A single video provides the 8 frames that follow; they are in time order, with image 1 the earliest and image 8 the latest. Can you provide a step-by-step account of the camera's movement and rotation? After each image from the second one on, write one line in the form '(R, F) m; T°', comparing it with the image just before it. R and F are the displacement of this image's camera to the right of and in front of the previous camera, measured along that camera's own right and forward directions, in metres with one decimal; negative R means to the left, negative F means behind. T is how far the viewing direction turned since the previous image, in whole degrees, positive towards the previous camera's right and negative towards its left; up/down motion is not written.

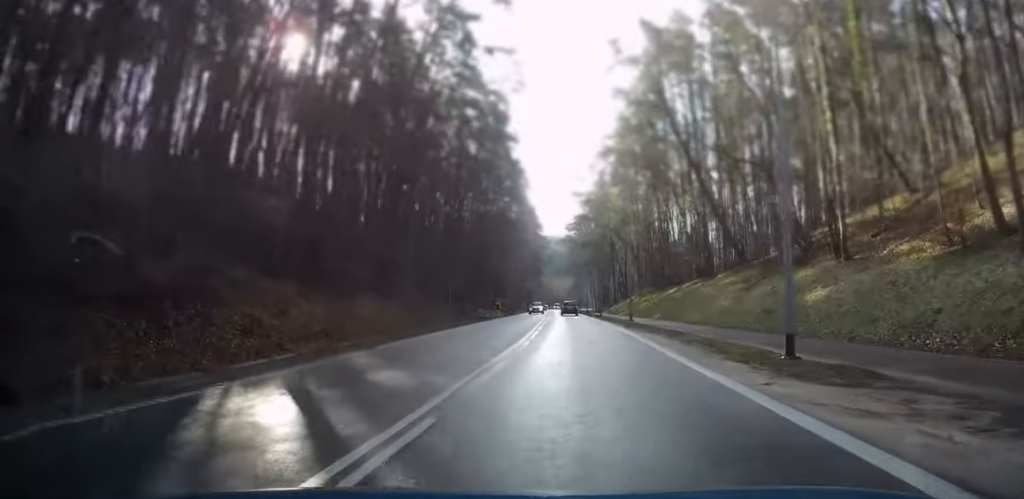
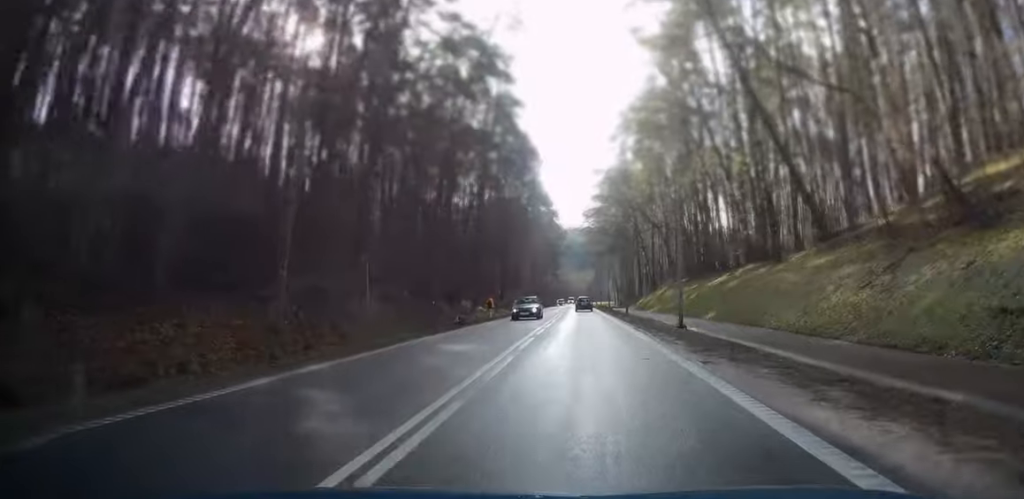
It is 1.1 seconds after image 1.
(-0.4, +16.9) m; 0°
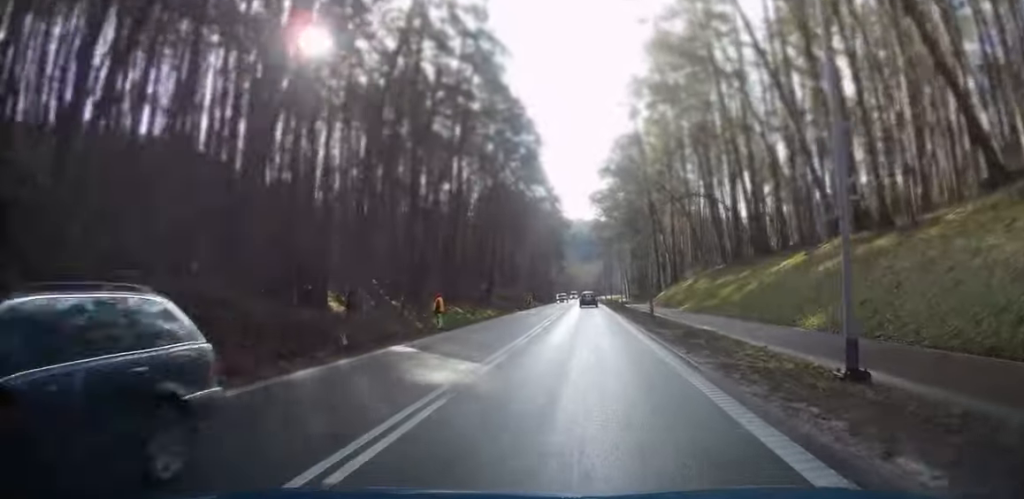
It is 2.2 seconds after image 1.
(+0.2, +18.0) m; 0°
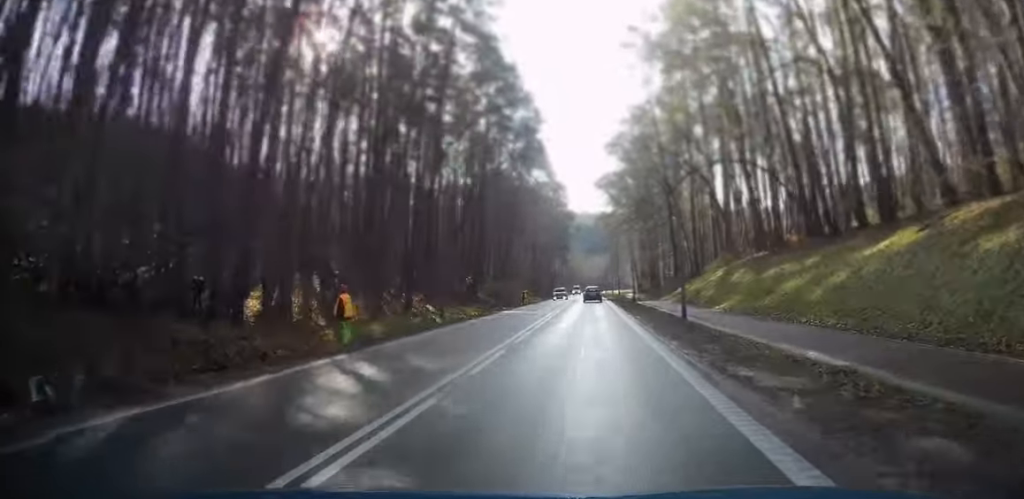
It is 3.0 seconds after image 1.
(-0.1, +12.3) m; 0°
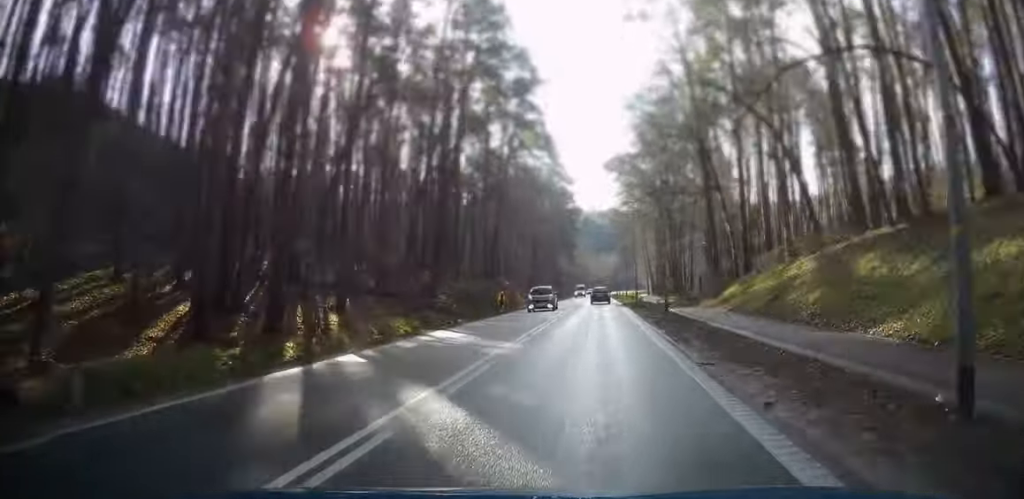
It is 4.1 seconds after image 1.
(0.0, +19.6) m; 0°
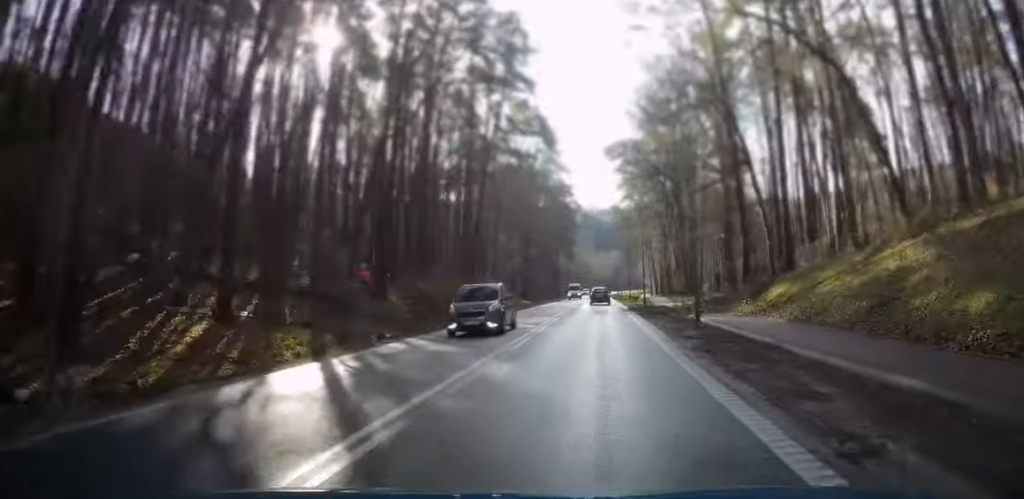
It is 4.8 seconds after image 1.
(-0.1, +11.1) m; 0°
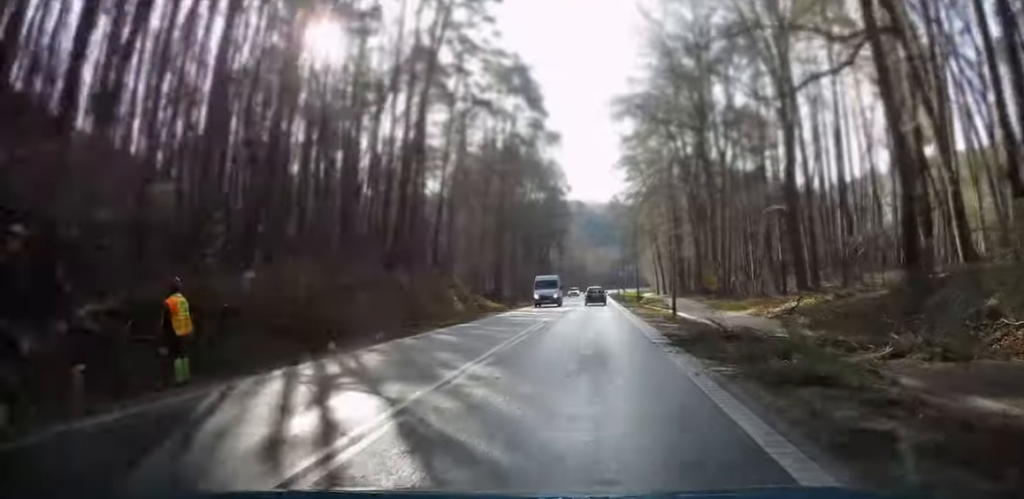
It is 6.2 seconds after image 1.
(+0.2, +23.3) m; +1°
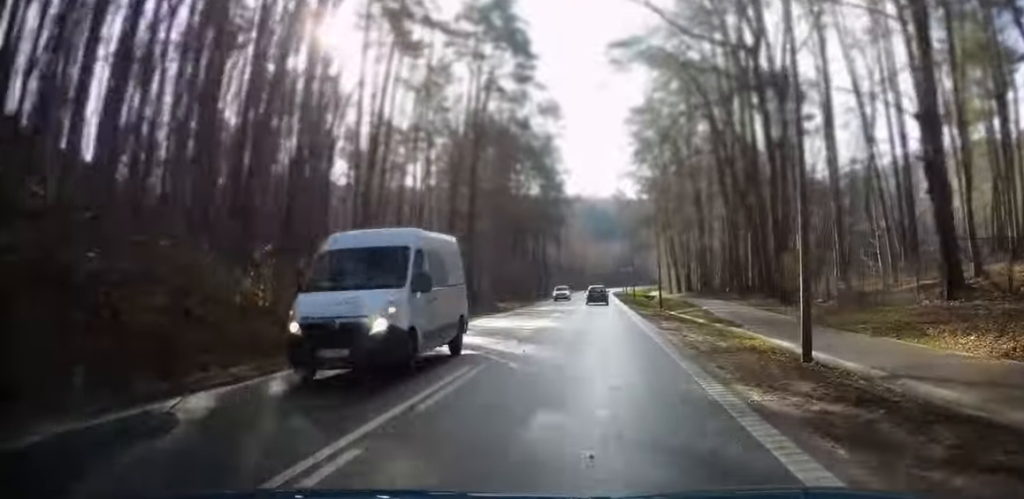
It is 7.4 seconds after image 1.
(+0.2, +19.1) m; -1°
